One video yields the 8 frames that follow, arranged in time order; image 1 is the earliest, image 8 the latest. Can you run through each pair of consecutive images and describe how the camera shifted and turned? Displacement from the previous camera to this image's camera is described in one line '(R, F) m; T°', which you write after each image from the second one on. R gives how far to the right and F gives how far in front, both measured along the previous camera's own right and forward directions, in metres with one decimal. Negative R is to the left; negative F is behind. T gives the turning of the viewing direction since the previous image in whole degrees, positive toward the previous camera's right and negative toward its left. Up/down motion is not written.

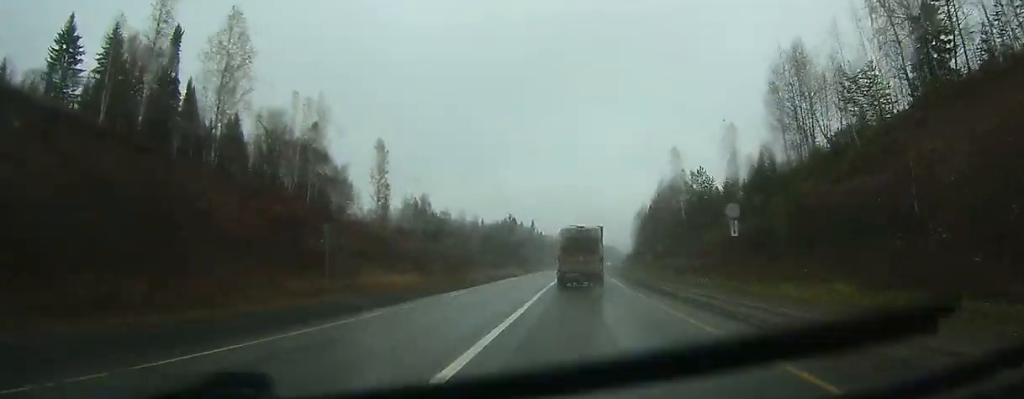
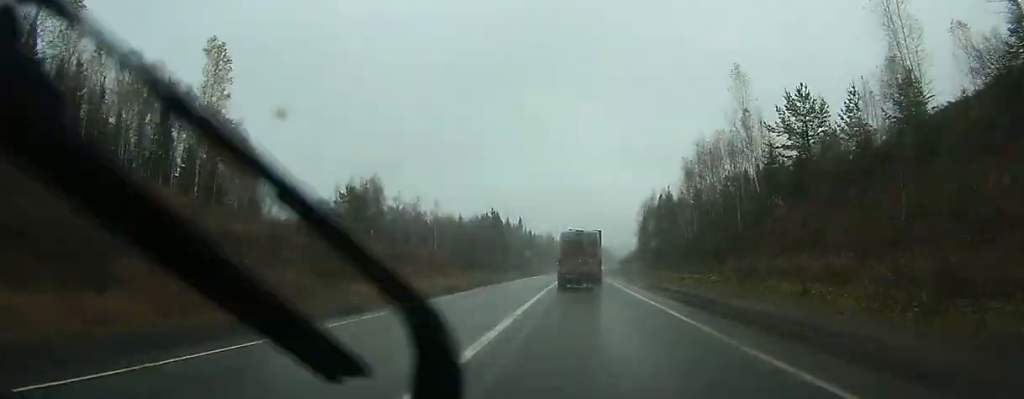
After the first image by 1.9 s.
(+0.5, +38.0) m; +1°
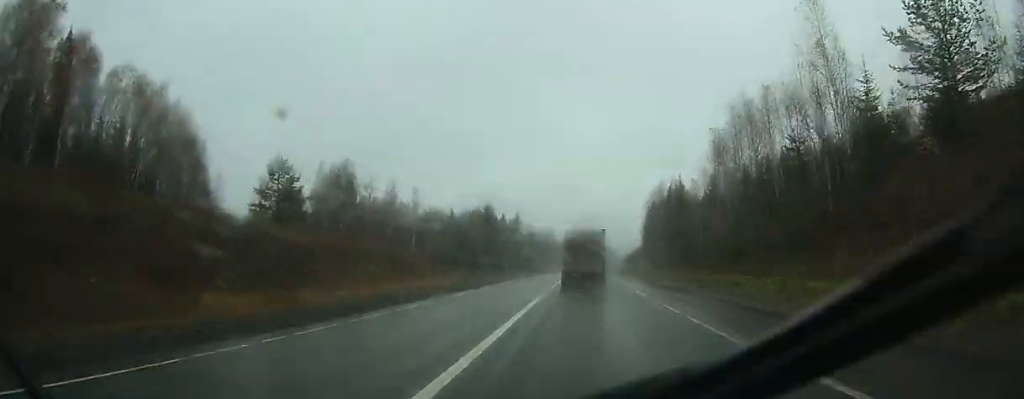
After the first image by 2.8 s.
(+0.1, +17.1) m; +1°
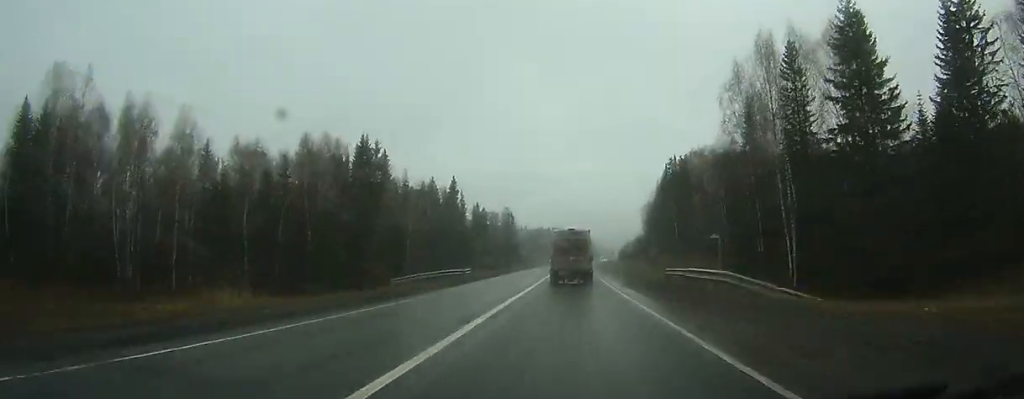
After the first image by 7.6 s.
(+1.9, +97.2) m; +2°
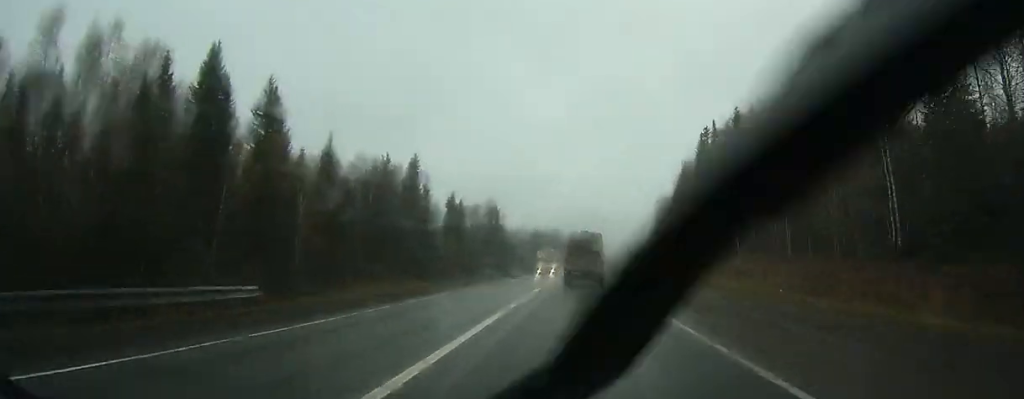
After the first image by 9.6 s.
(+0.1, +42.3) m; +1°
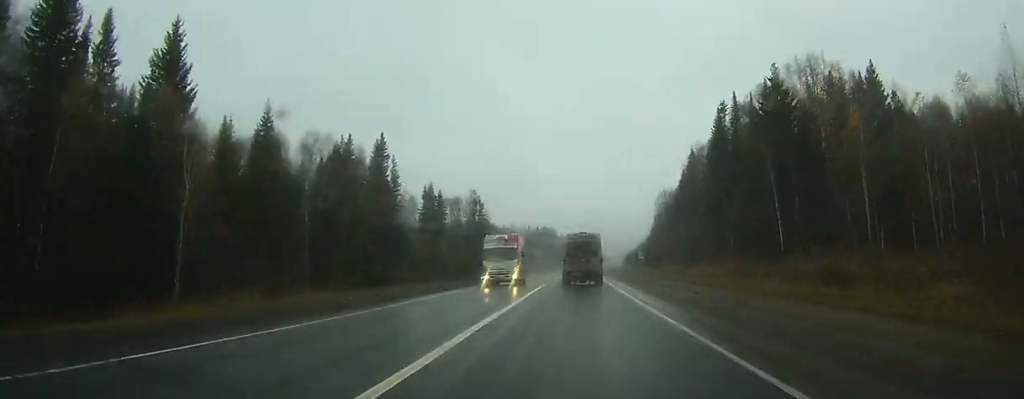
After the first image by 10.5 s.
(0.0, +18.6) m; 0°
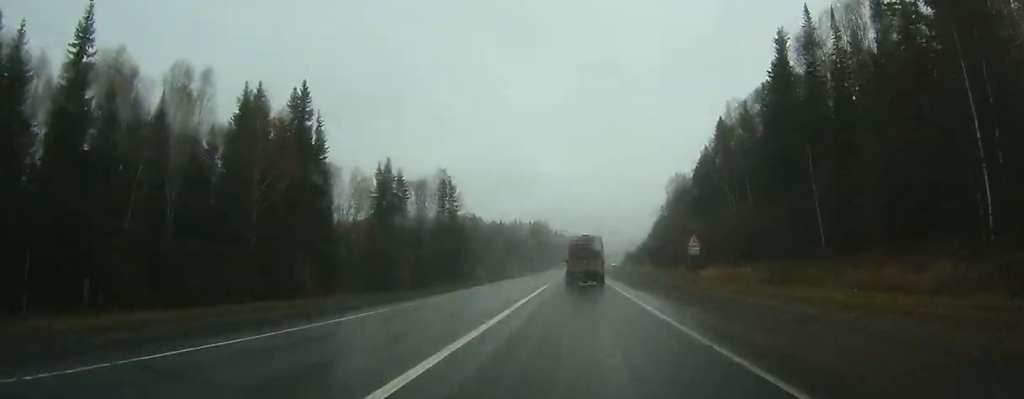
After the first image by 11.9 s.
(+0.4, +31.9) m; 0°
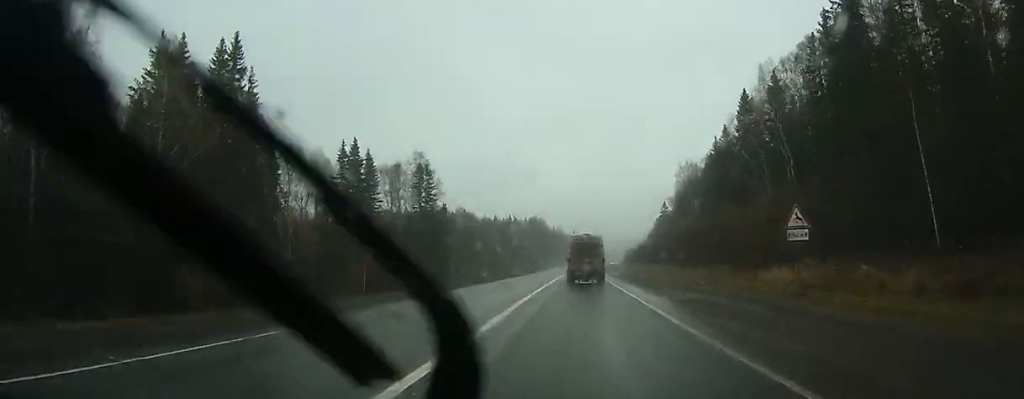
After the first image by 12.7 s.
(-0.1, +17.6) m; 0°
